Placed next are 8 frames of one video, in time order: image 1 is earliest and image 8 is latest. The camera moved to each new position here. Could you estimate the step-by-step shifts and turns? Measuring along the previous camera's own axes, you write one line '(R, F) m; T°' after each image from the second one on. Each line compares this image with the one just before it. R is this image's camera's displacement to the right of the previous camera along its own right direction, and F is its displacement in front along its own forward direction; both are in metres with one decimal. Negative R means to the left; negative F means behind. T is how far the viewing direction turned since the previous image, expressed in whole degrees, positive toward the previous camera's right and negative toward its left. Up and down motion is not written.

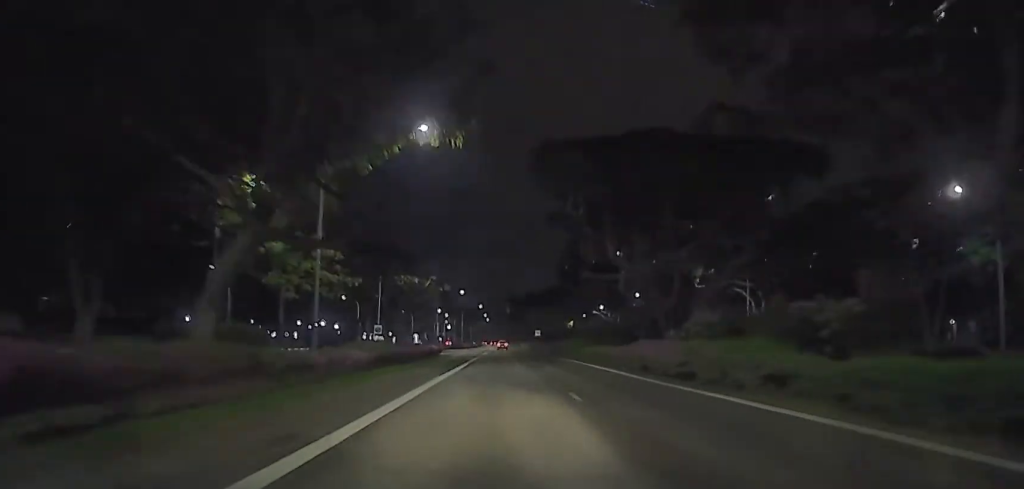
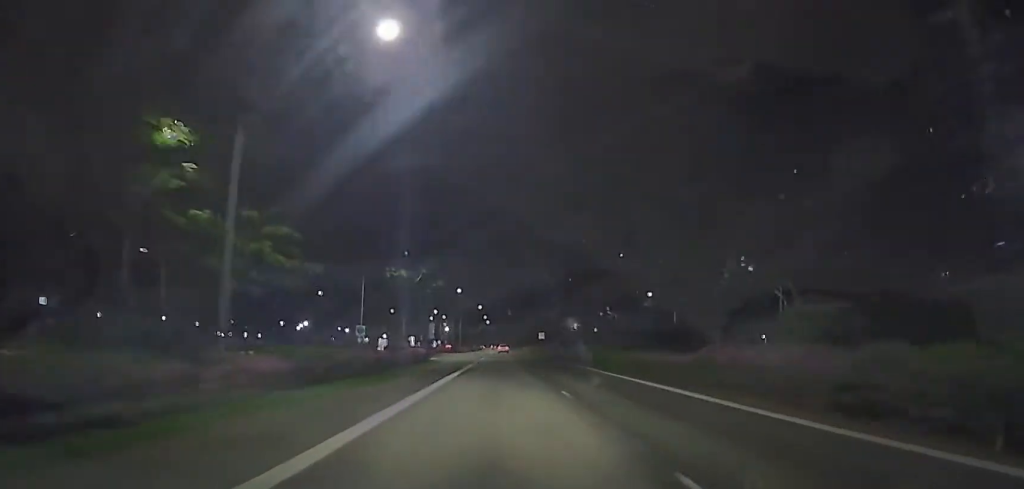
(+0.1, +10.0) m; 0°
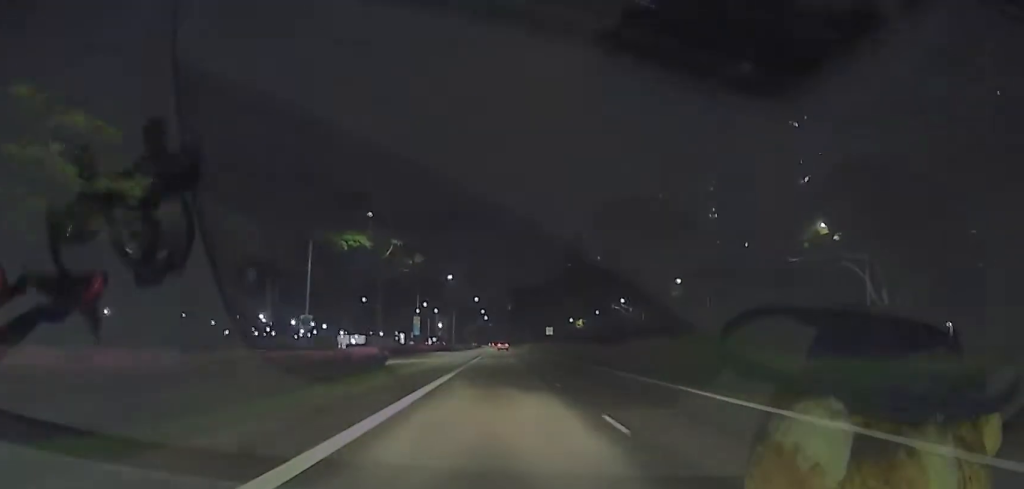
(-0.1, +19.1) m; -1°
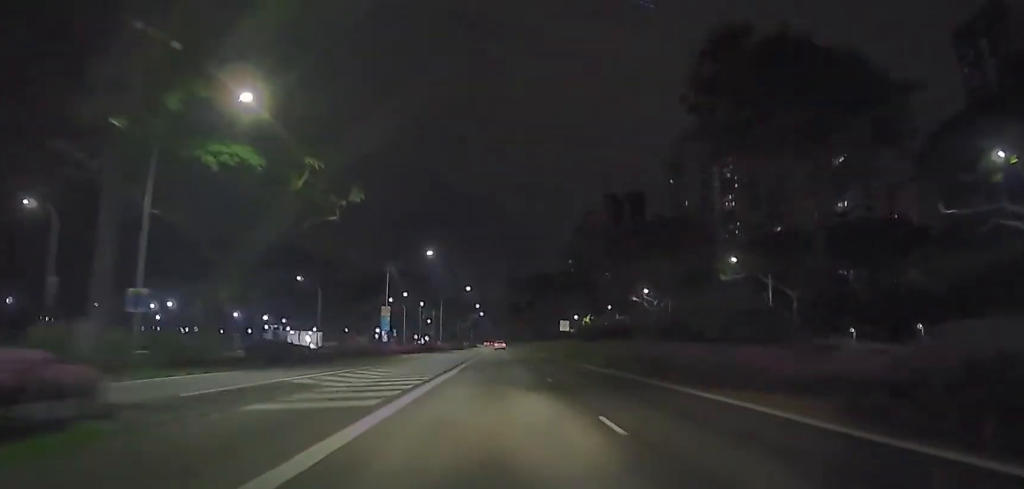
(-0.2, +23.7) m; -1°
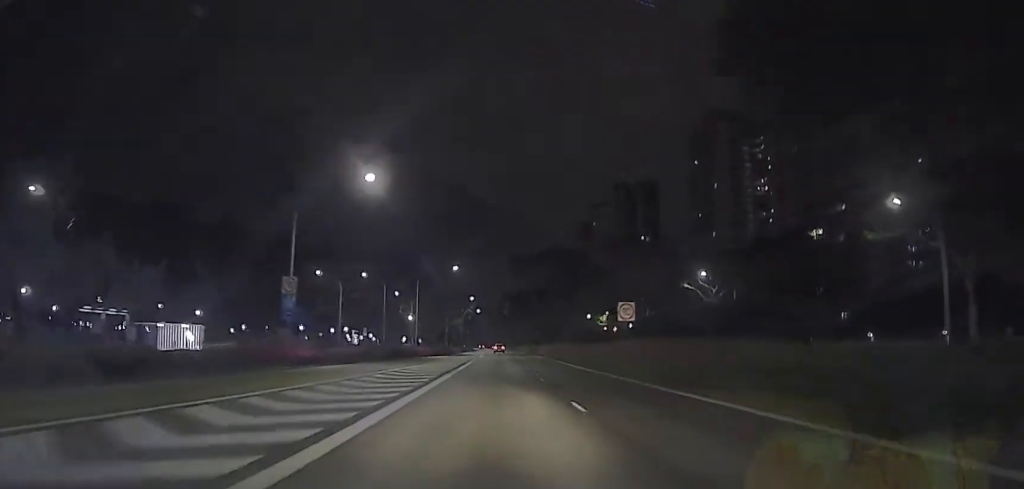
(-0.5, +32.3) m; 0°
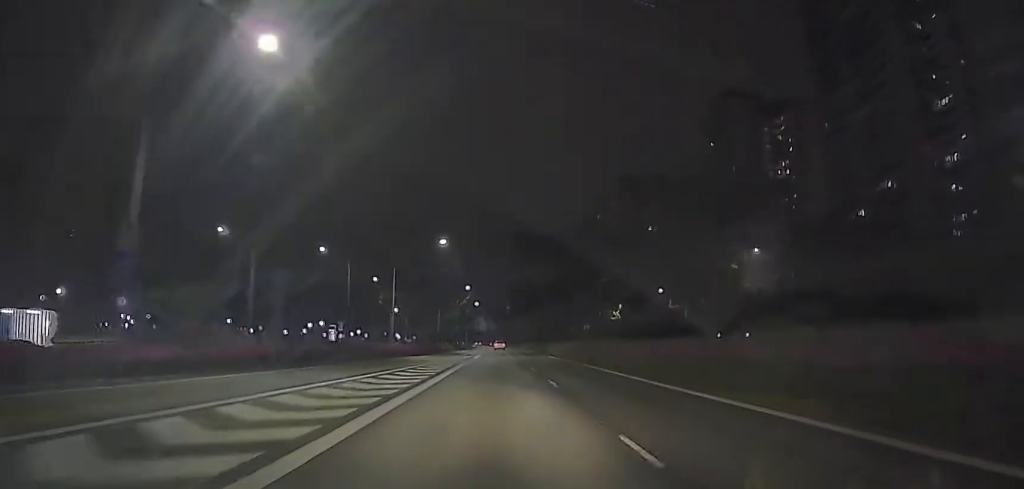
(+0.3, +16.6) m; +1°
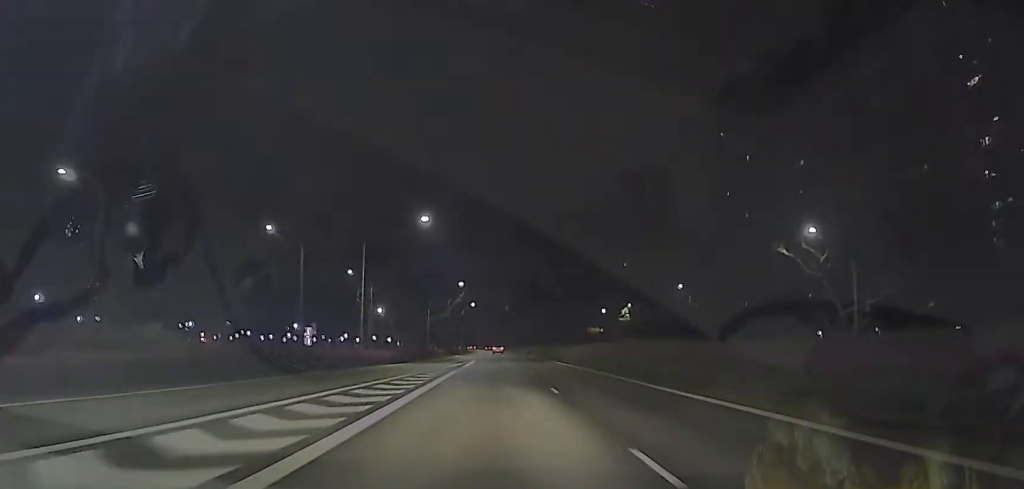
(0.0, +13.5) m; +2°
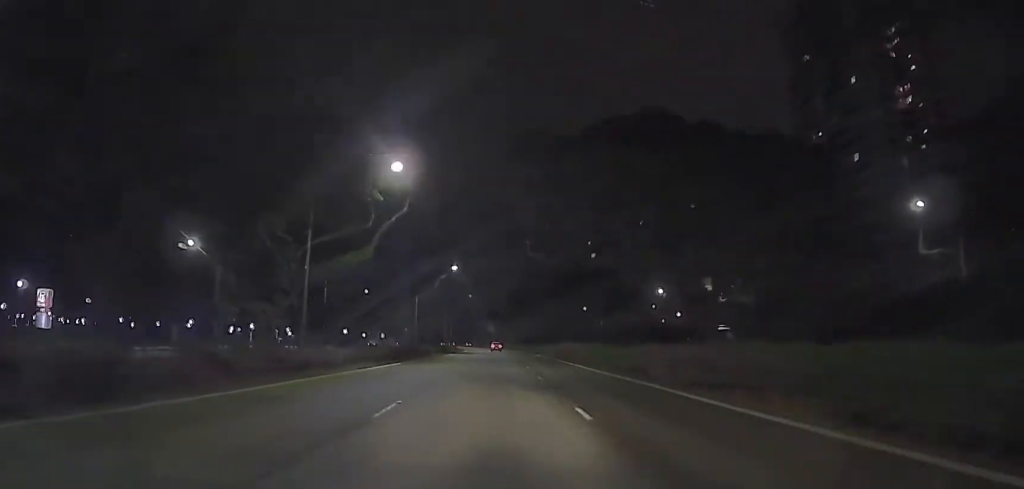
(+1.0, +59.7) m; -2°
